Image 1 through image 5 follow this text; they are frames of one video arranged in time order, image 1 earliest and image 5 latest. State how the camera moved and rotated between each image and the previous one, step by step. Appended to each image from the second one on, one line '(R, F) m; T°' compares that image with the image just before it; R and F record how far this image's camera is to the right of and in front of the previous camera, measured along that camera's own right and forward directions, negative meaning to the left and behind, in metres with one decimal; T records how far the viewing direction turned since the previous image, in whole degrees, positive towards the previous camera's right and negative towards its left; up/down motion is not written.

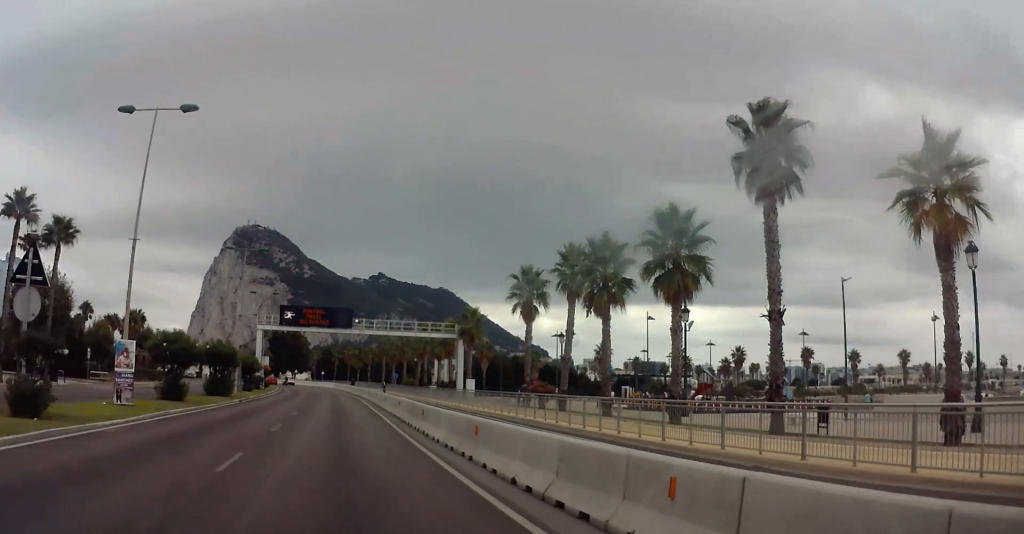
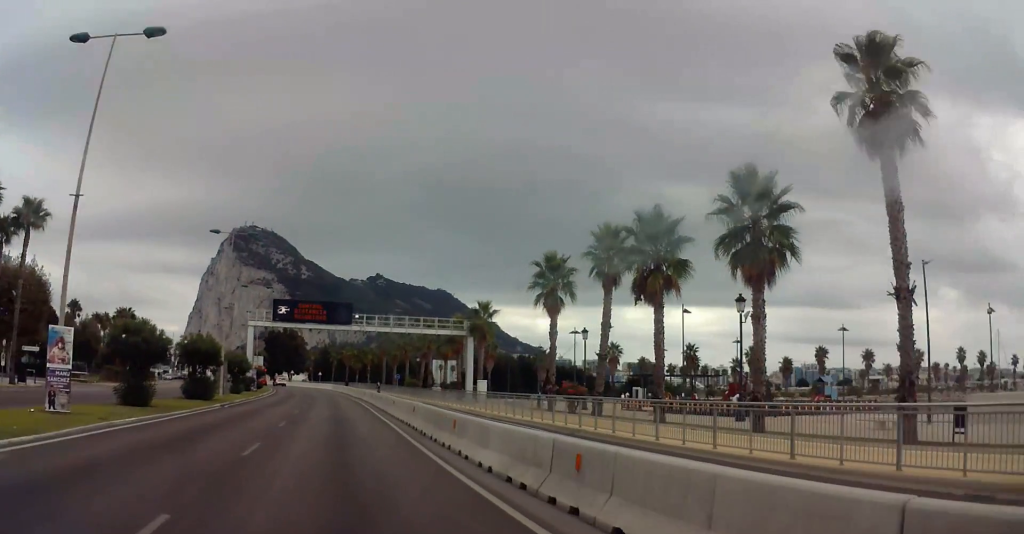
(+0.1, +5.2) m; +1°
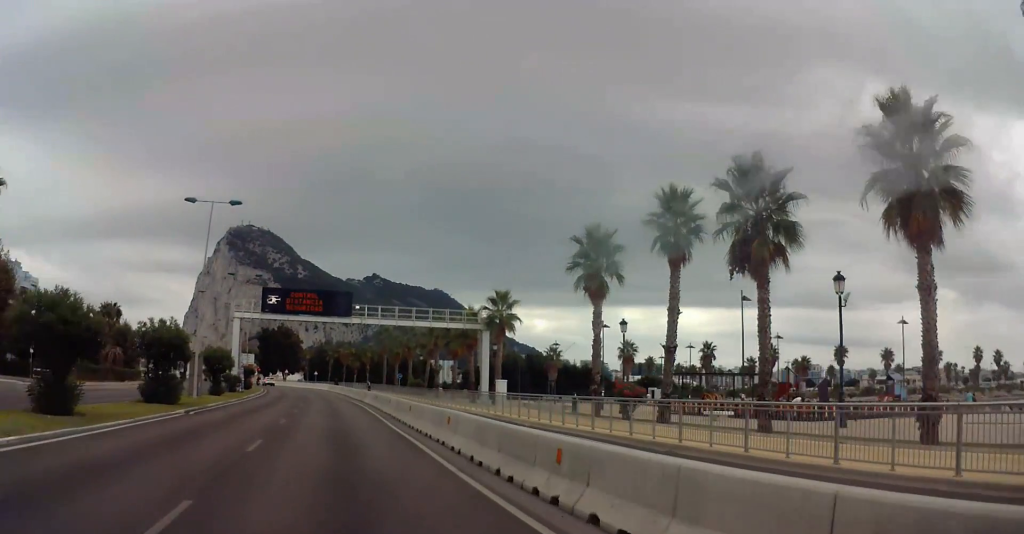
(+0.1, +7.5) m; 0°
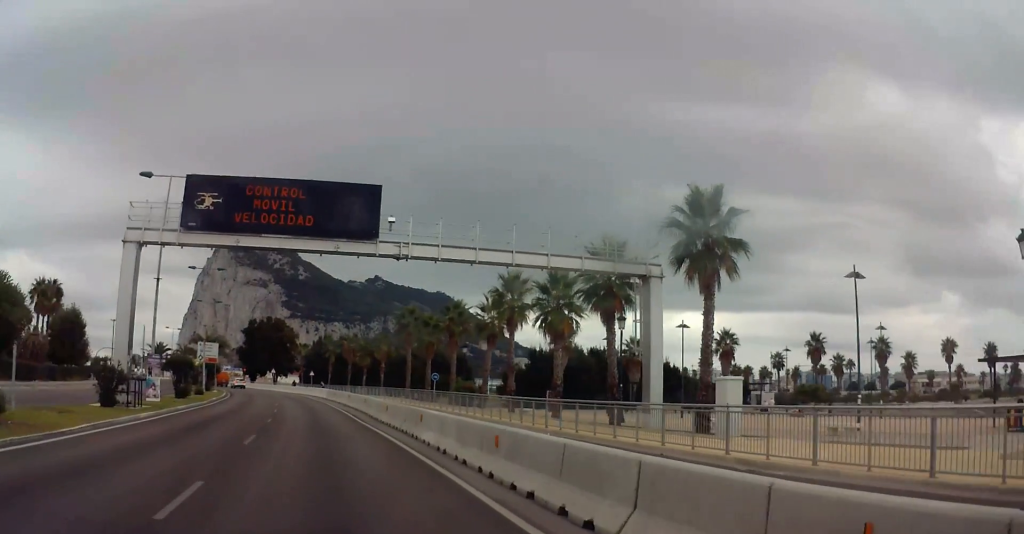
(-2.1, +30.3) m; -5°
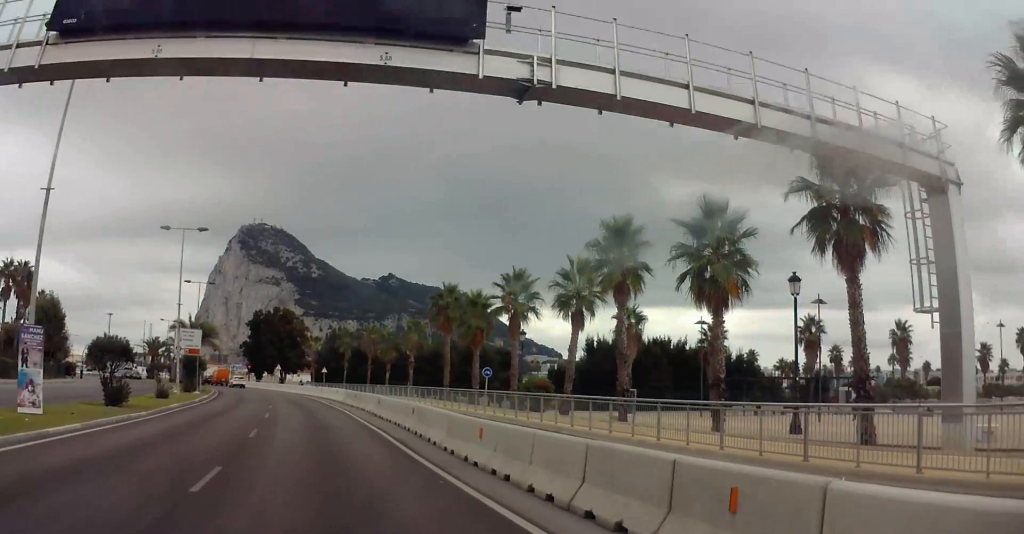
(0.0, +14.4) m; 0°
